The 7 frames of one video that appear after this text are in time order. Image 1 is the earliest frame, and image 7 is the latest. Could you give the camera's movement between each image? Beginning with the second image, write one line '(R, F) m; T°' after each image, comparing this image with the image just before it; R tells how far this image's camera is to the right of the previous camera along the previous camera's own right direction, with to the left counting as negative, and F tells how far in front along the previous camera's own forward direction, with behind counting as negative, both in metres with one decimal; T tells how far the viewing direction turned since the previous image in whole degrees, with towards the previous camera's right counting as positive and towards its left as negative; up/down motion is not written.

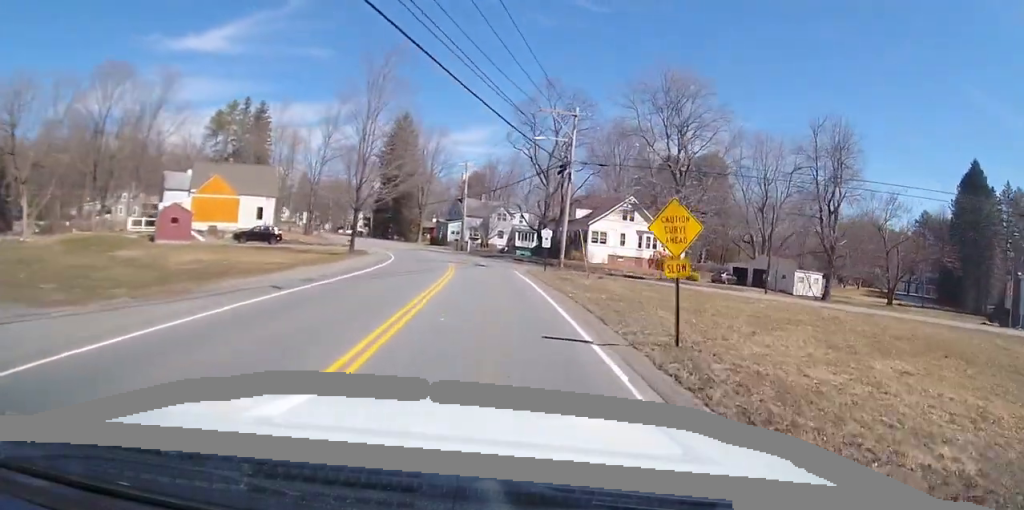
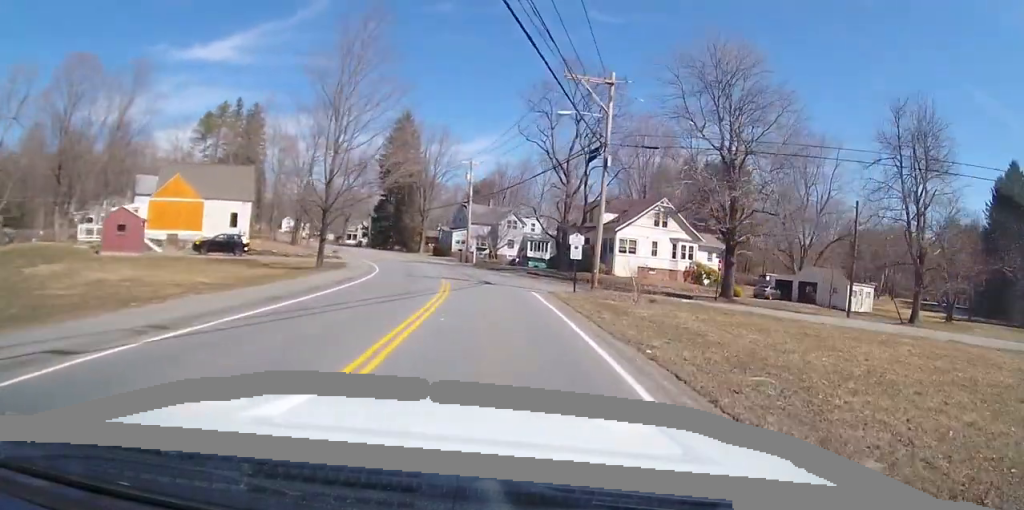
(0.0, +9.0) m; 0°
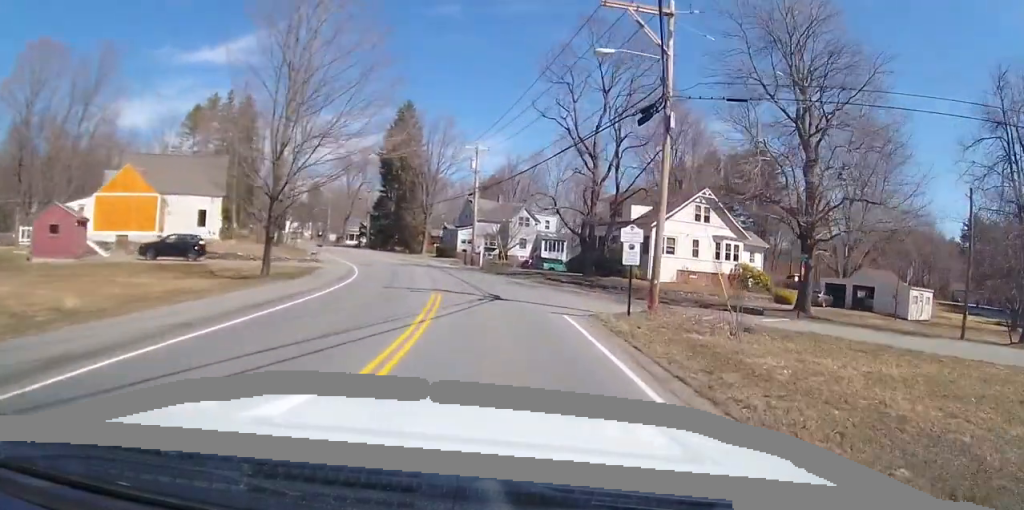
(0.0, +8.5) m; 0°
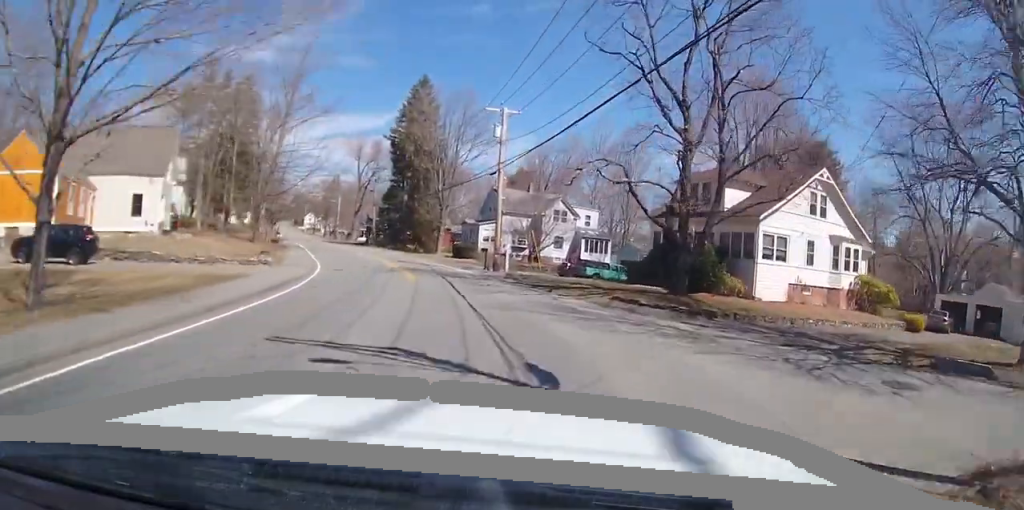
(-0.1, +13.6) m; -3°
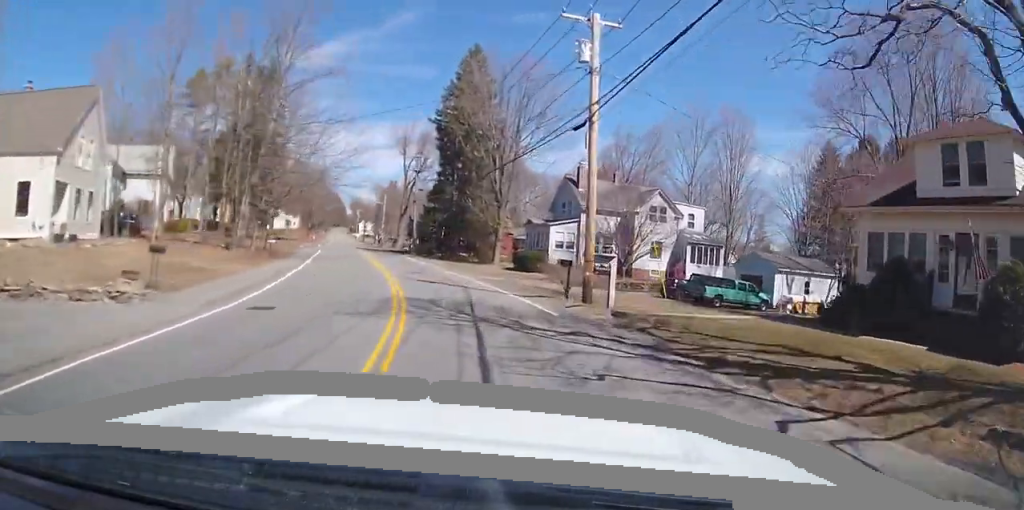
(-0.6, +16.1) m; -3°
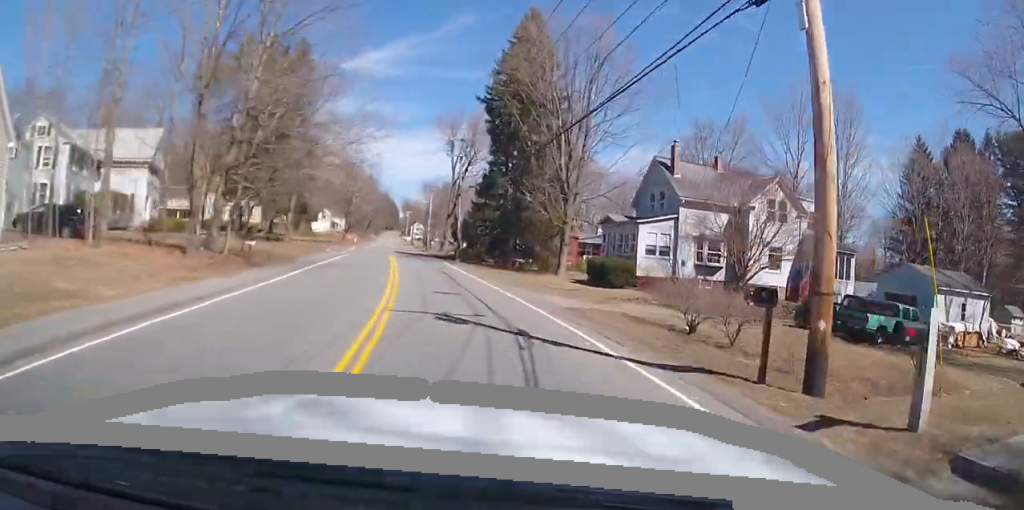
(0.0, +11.7) m; -2°
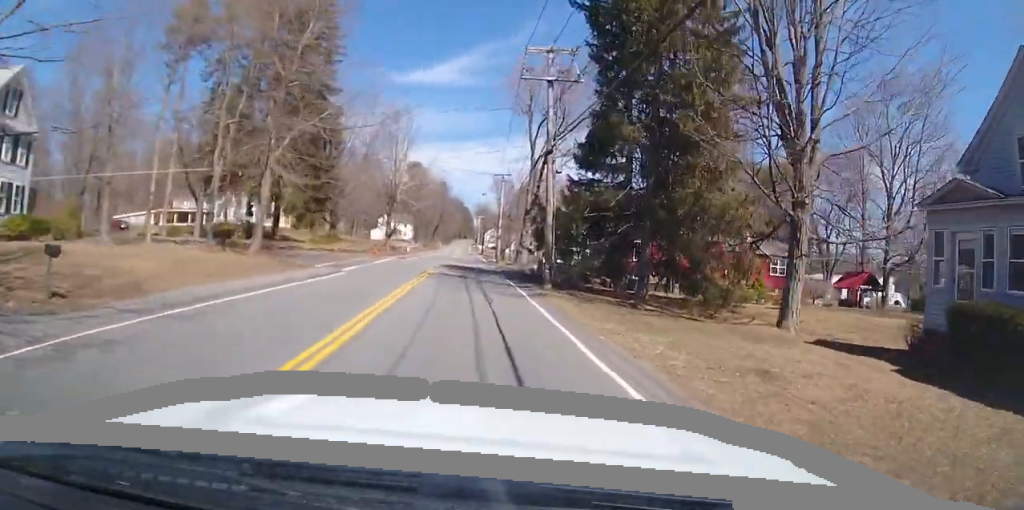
(-0.9, +23.9) m; -6°
